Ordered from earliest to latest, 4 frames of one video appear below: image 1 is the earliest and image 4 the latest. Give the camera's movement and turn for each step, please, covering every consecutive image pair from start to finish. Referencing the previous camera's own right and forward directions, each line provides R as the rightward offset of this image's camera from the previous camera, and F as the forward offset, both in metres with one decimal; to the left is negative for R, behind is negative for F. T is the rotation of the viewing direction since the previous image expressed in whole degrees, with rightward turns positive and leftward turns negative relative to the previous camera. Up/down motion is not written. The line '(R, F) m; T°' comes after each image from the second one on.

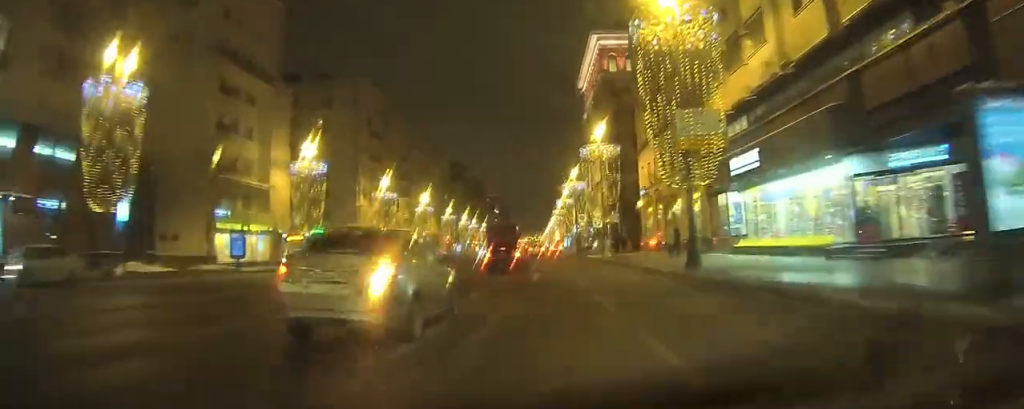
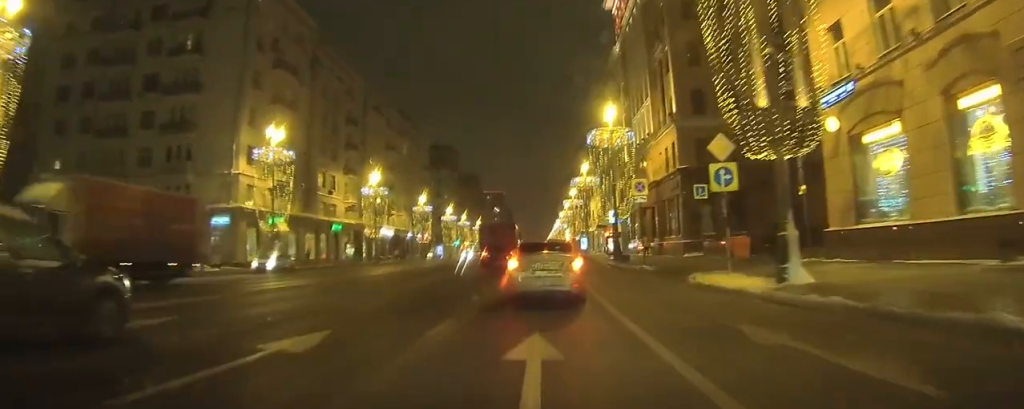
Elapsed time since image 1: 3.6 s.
(-0.4, +32.2) m; +2°
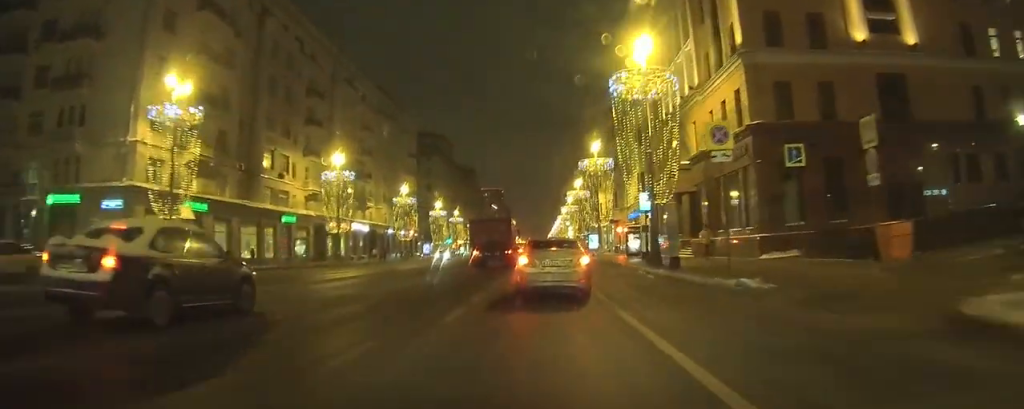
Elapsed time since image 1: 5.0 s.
(+0.3, +11.0) m; 0°
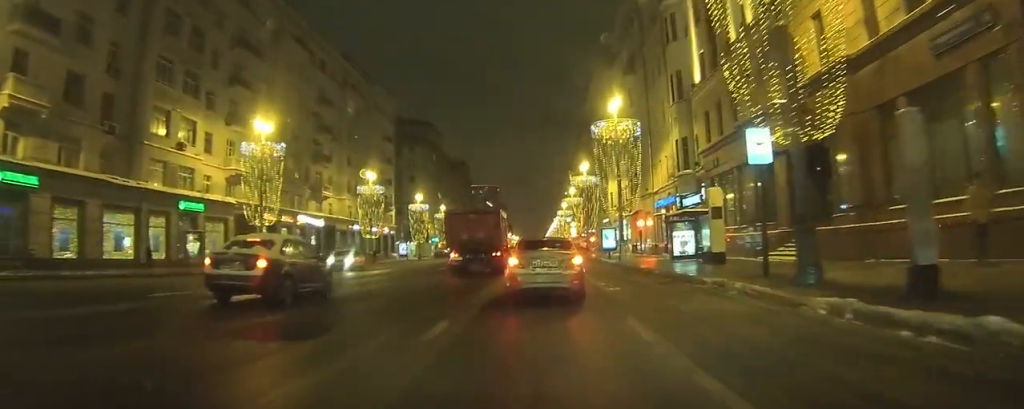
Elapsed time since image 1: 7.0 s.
(-1.0, +15.5) m; -6°
